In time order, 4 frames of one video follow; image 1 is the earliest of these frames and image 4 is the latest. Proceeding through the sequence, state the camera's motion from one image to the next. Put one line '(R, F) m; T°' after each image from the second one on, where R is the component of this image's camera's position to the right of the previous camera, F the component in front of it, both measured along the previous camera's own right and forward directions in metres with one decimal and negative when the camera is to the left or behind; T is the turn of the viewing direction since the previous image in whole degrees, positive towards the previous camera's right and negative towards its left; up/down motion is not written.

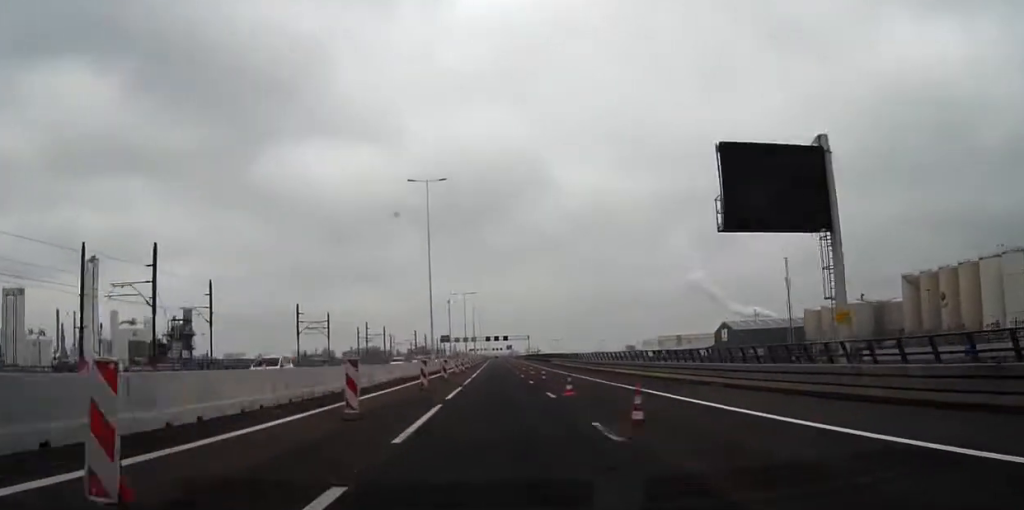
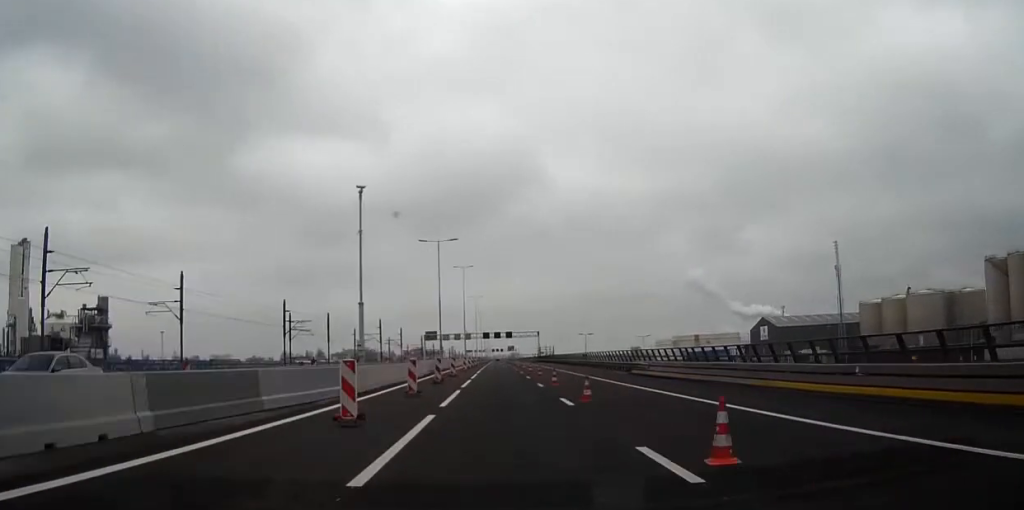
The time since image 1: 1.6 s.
(0.0, +65.3) m; 0°
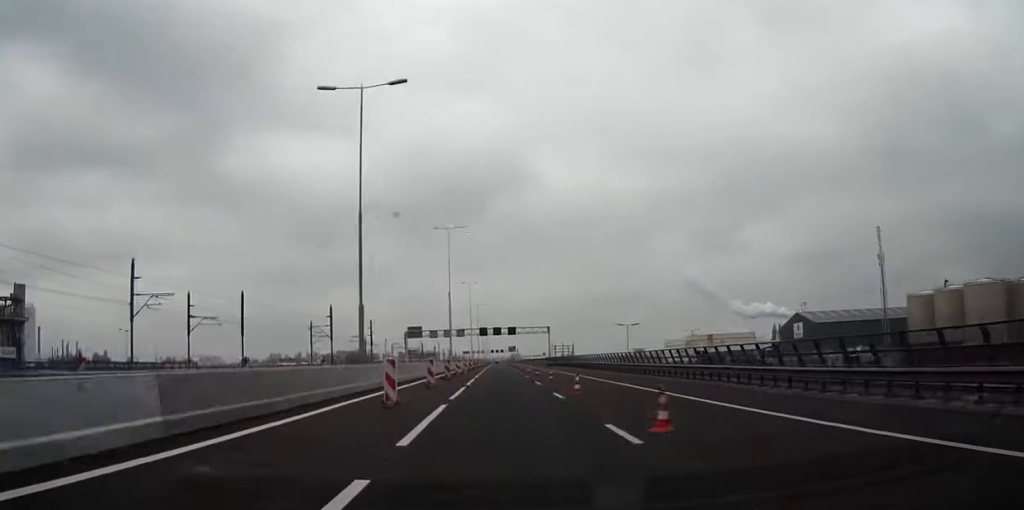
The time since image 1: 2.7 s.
(0.0, +45.0) m; 0°
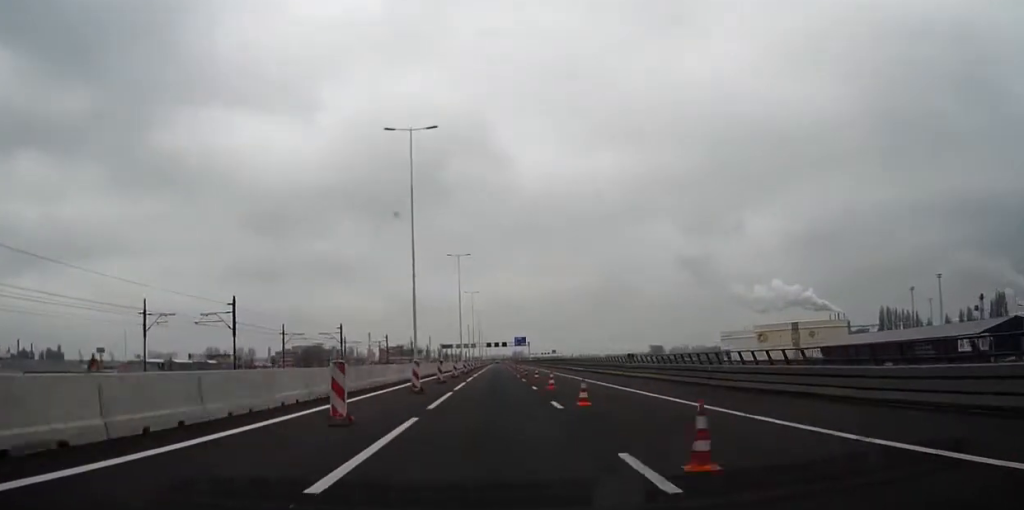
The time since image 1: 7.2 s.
(+0.8, +185.0) m; 0°
